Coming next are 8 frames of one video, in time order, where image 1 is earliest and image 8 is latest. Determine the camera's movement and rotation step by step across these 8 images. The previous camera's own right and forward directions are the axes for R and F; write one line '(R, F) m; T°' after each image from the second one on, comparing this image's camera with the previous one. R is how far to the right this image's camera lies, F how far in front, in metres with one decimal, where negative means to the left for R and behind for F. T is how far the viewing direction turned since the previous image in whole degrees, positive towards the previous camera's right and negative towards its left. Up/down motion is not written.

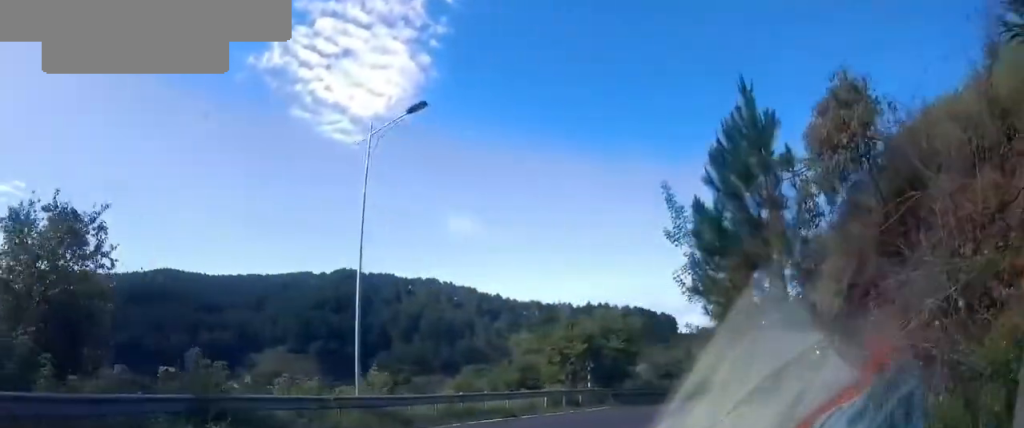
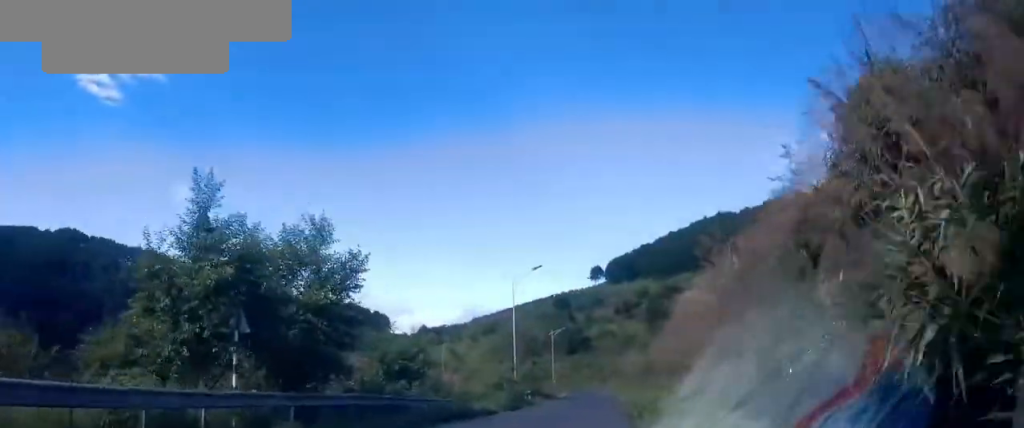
(+4.0, +15.9) m; +28°
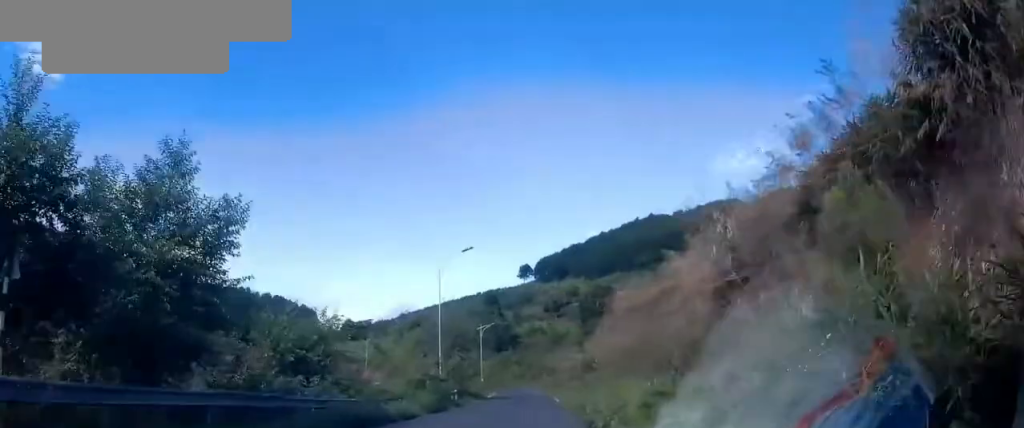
(+0.1, +4.2) m; +8°
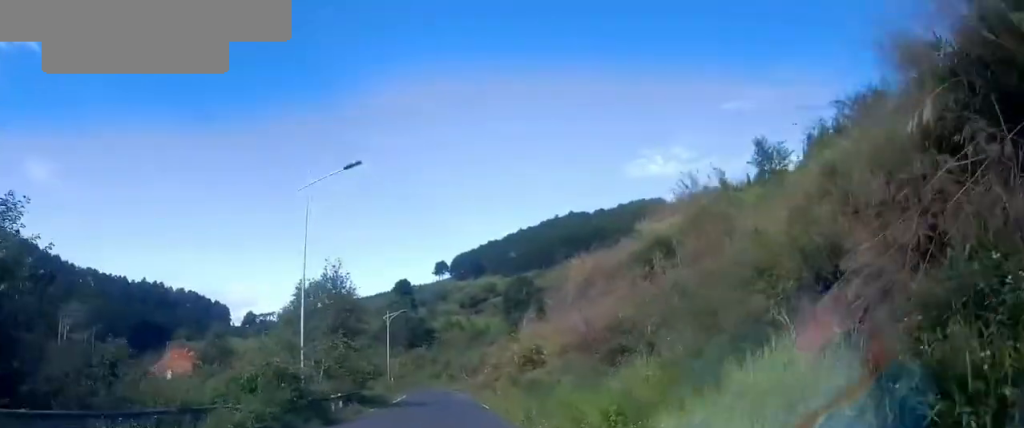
(+2.6, +11.7) m; +13°
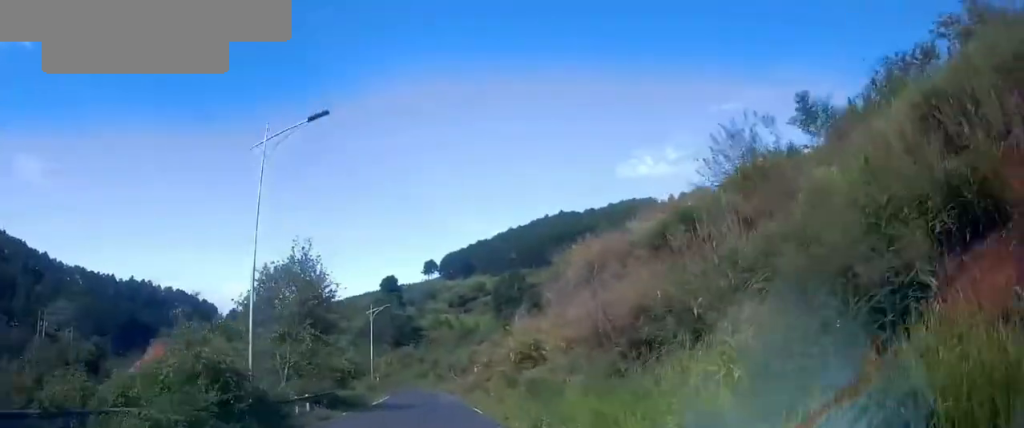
(+0.1, +3.7) m; 0°
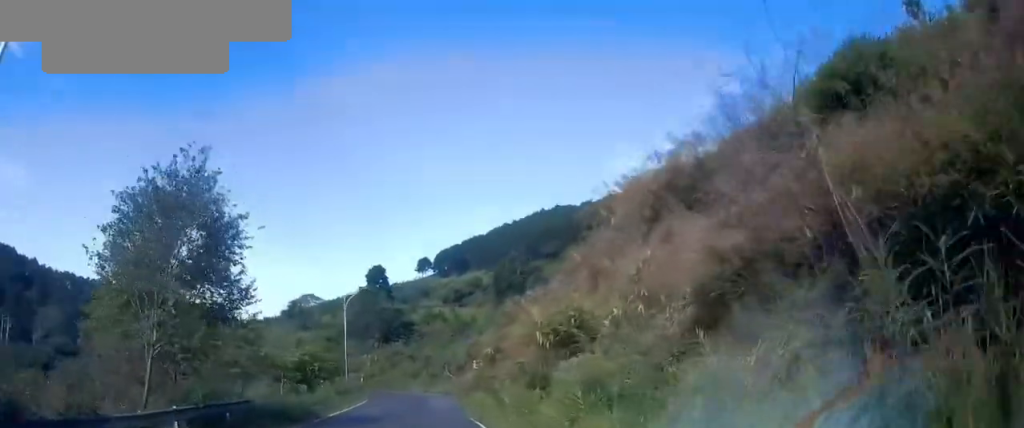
(-0.4, +10.4) m; +1°
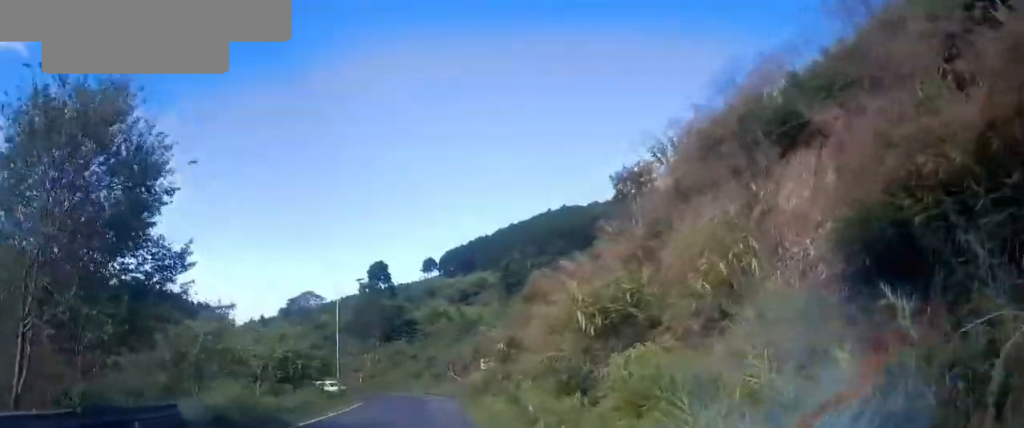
(+0.2, +4.8) m; +2°
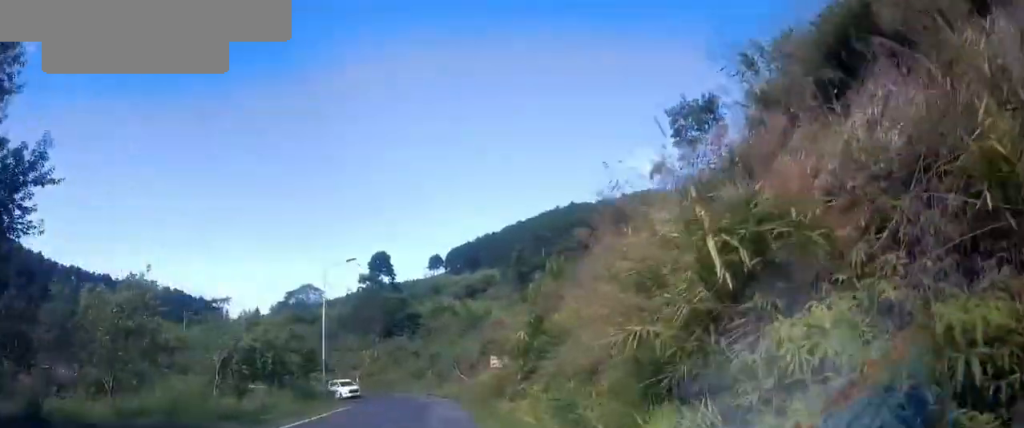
(+0.1, +5.8) m; 0°
